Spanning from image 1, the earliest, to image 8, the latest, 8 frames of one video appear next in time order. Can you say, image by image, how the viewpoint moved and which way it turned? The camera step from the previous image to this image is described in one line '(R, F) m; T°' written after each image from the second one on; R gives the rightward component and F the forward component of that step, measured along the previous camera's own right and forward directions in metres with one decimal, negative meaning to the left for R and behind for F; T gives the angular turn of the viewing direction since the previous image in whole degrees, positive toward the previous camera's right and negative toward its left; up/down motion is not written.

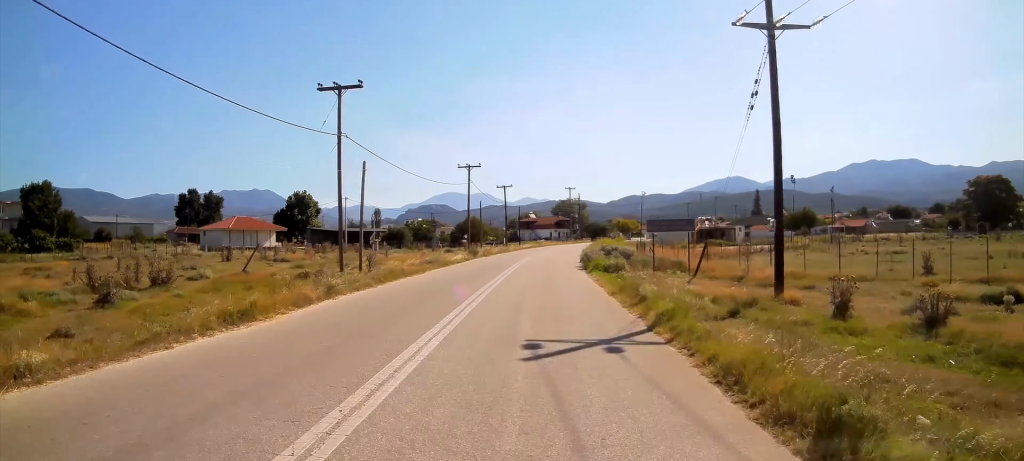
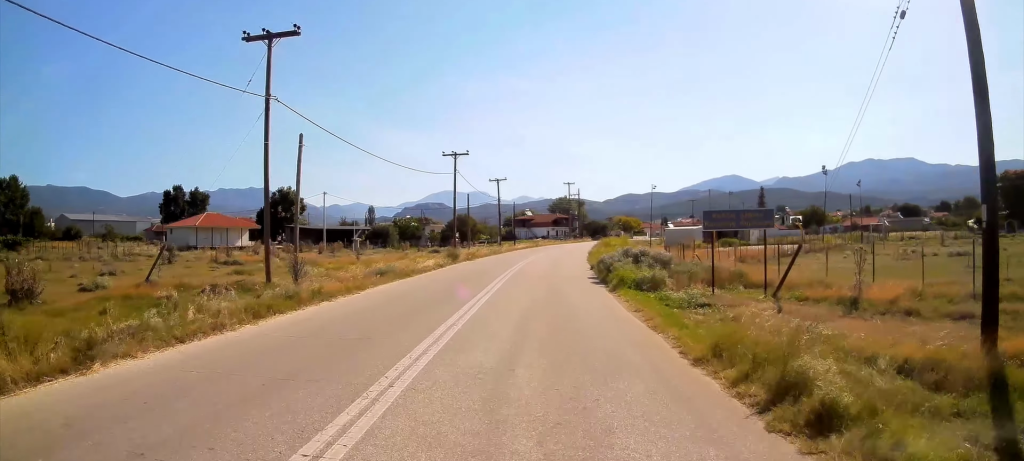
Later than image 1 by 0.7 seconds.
(-0.1, +9.2) m; +1°
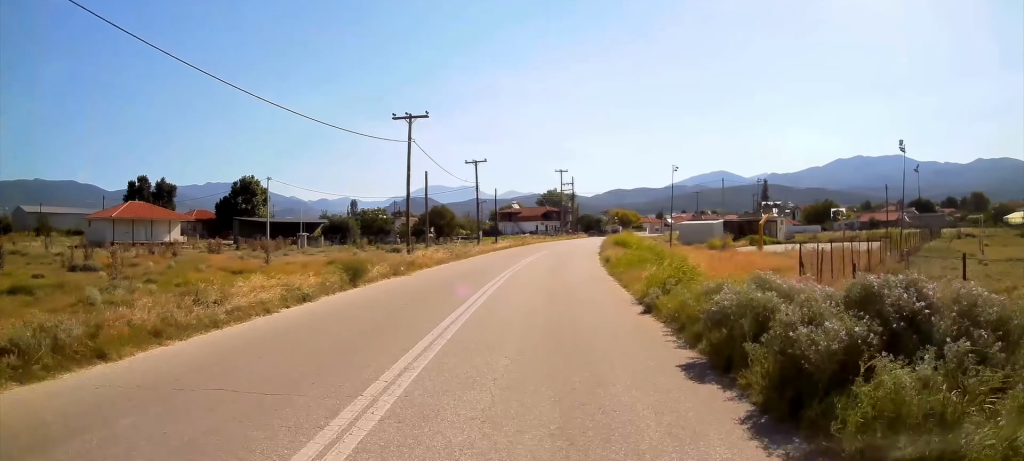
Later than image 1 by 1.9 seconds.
(+0.4, +16.8) m; +2°
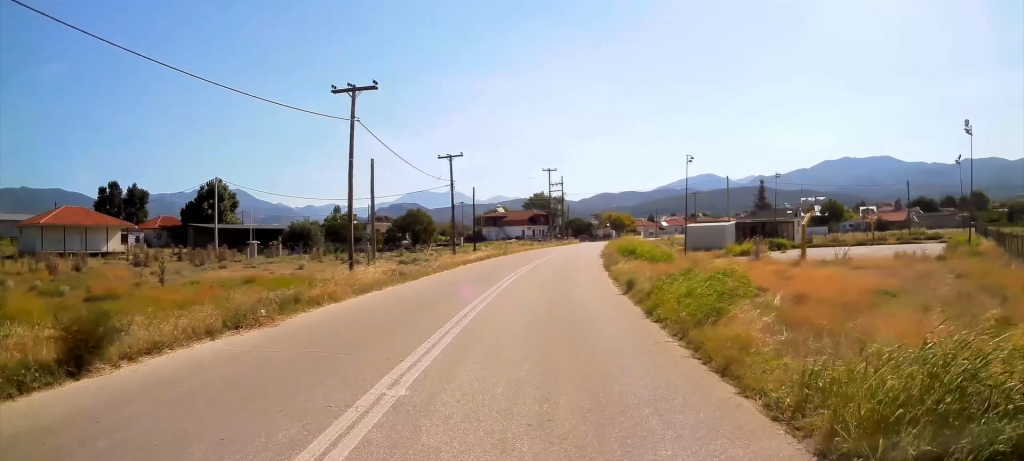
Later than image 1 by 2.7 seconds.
(0.0, +10.2) m; 0°
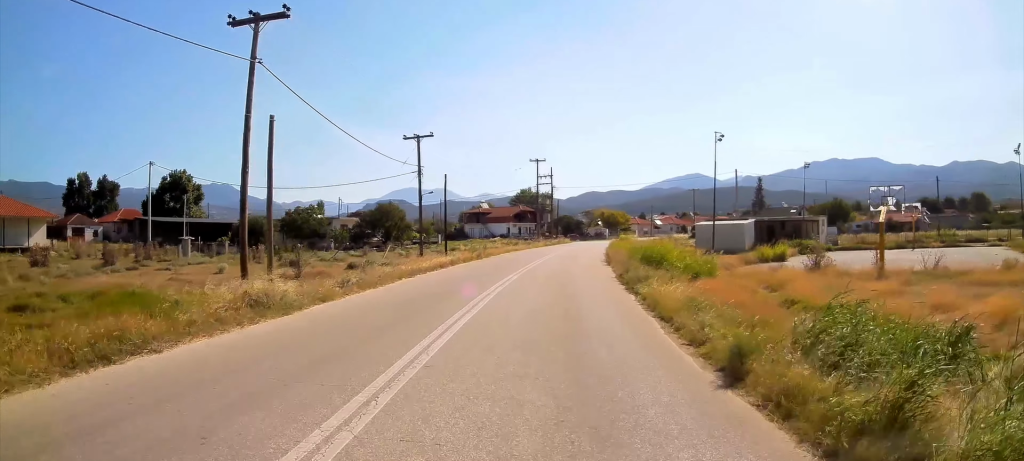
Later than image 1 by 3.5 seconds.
(-0.1, +10.5) m; 0°
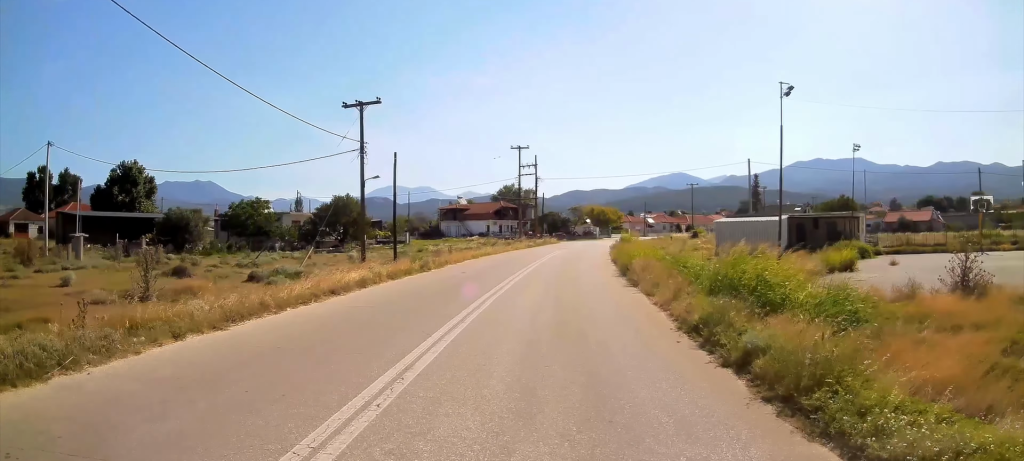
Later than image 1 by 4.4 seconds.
(0.0, +12.1) m; +1°
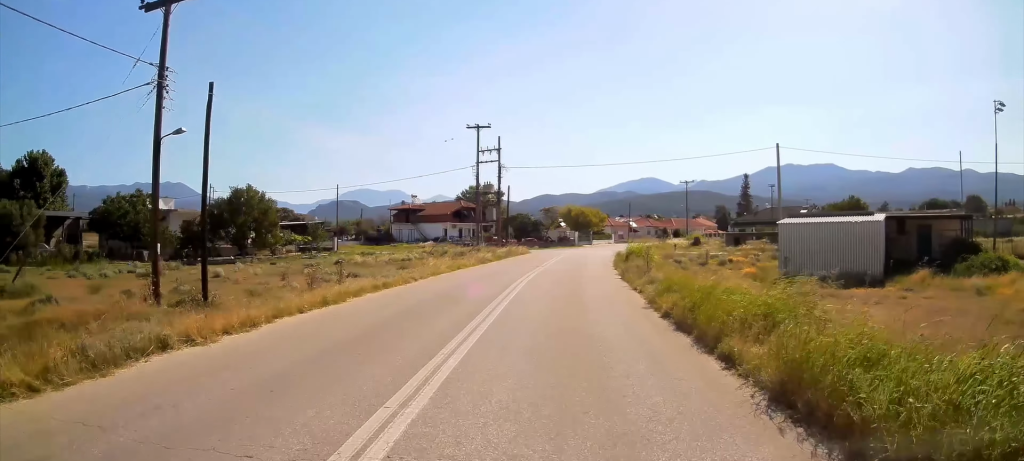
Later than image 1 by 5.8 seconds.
(+0.5, +18.2) m; +4°
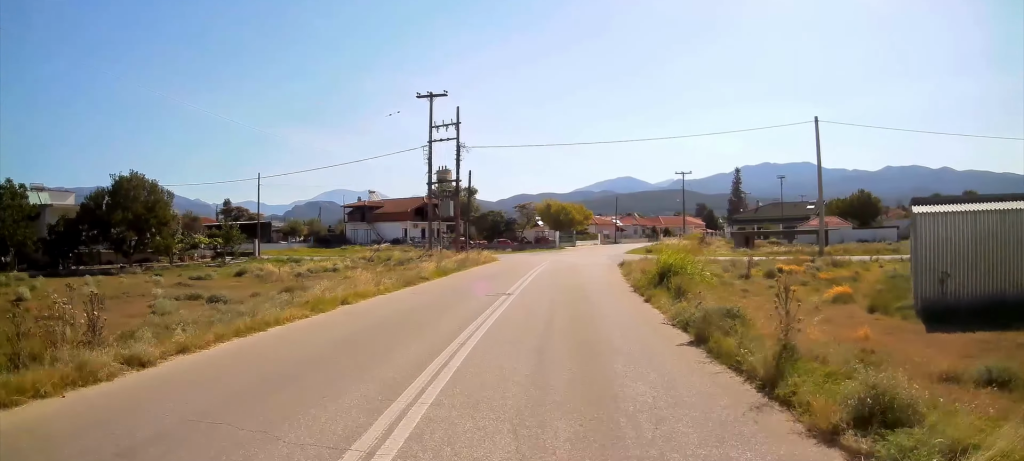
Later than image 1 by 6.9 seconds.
(+0.3, +13.3) m; 0°
